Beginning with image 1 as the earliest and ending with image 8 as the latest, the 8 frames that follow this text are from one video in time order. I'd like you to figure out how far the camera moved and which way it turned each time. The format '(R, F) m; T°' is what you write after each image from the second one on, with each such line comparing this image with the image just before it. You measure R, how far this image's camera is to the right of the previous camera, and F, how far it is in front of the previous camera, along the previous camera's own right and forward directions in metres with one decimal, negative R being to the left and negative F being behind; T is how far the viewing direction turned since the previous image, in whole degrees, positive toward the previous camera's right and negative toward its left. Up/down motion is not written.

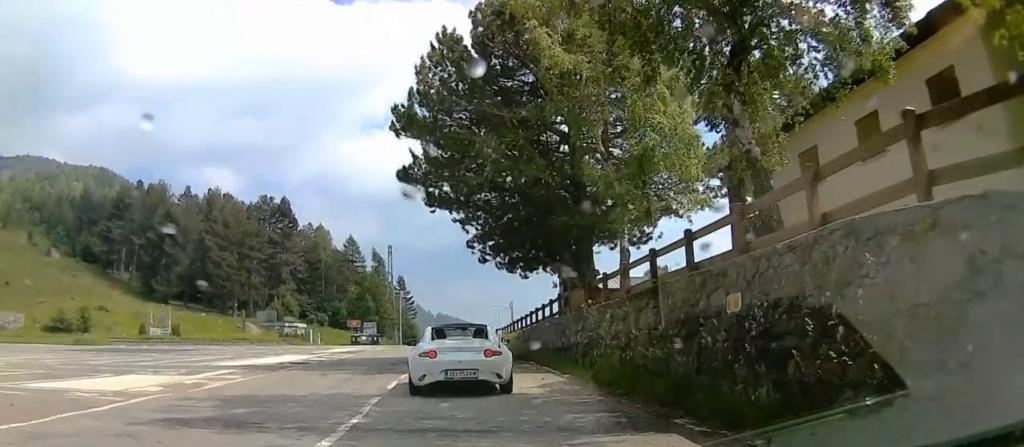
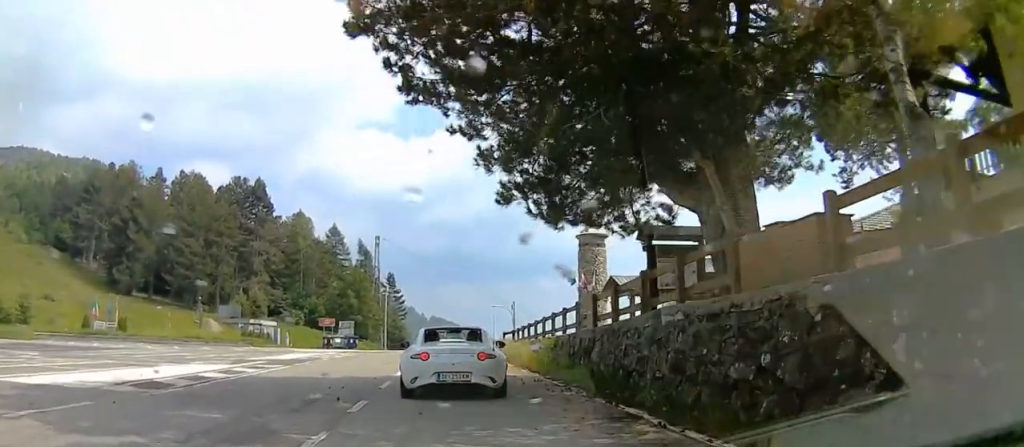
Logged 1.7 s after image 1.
(0.0, +15.0) m; -2°
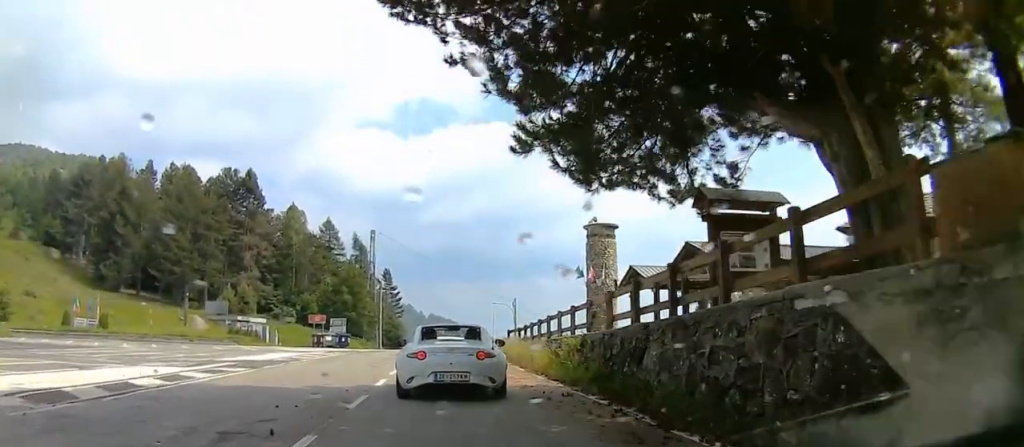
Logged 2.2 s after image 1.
(-0.3, +3.2) m; -2°
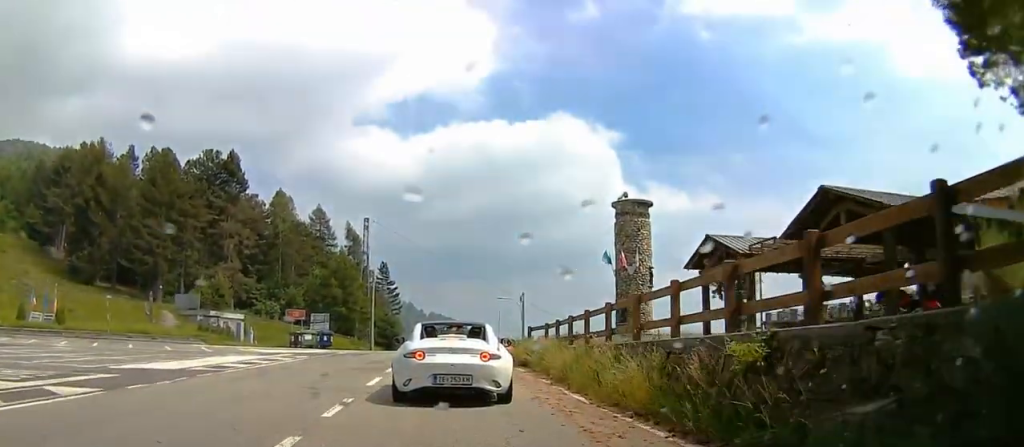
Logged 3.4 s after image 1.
(-0.2, +7.3) m; +1°
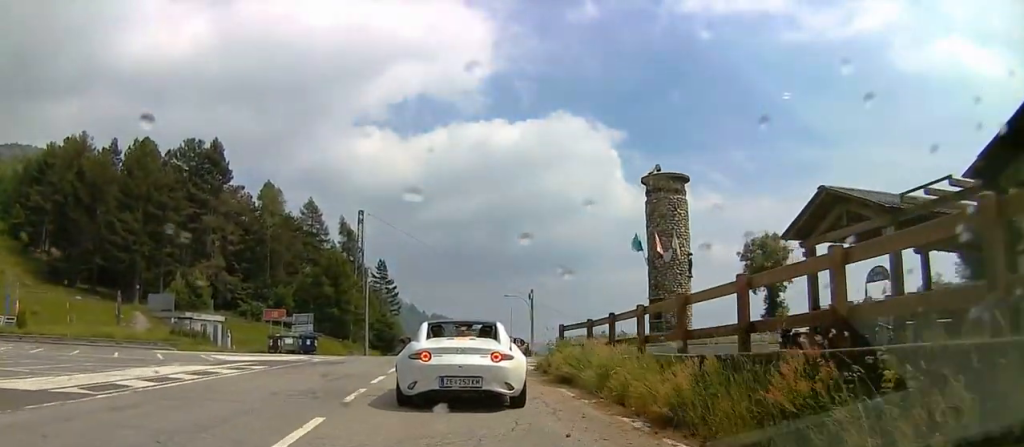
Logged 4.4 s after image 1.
(+0.2, +6.2) m; +2°
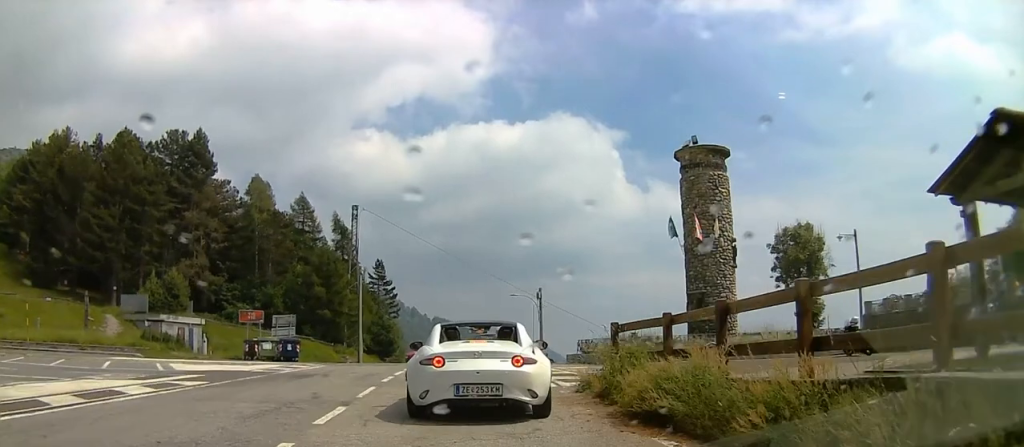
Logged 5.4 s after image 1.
(0.0, +5.9) m; +1°
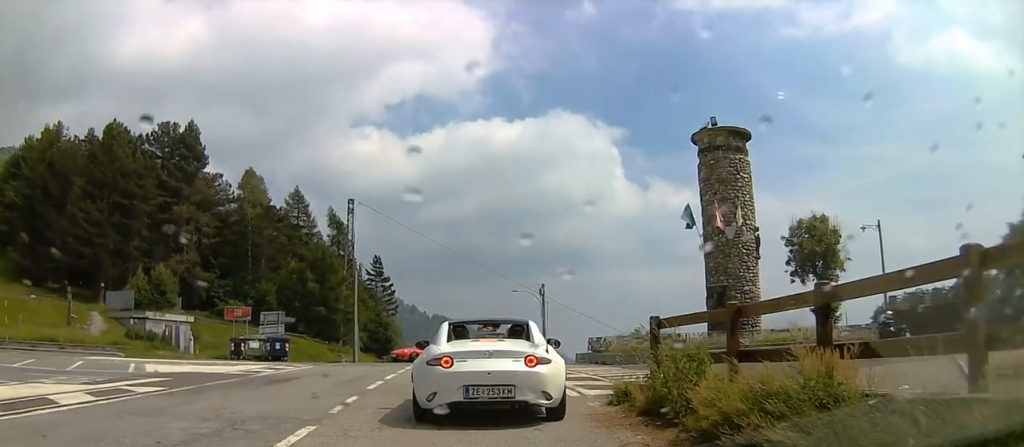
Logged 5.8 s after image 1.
(0.0, +2.6) m; 0°
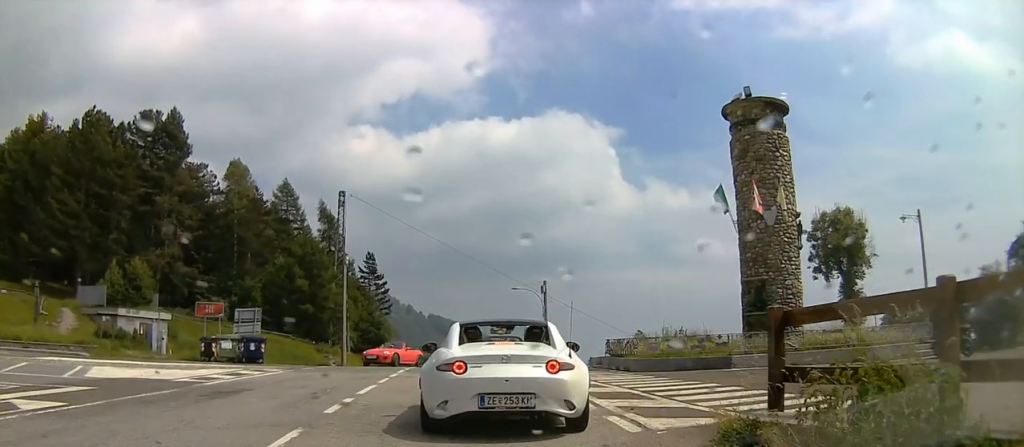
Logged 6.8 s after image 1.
(0.0, +4.2) m; -1°
